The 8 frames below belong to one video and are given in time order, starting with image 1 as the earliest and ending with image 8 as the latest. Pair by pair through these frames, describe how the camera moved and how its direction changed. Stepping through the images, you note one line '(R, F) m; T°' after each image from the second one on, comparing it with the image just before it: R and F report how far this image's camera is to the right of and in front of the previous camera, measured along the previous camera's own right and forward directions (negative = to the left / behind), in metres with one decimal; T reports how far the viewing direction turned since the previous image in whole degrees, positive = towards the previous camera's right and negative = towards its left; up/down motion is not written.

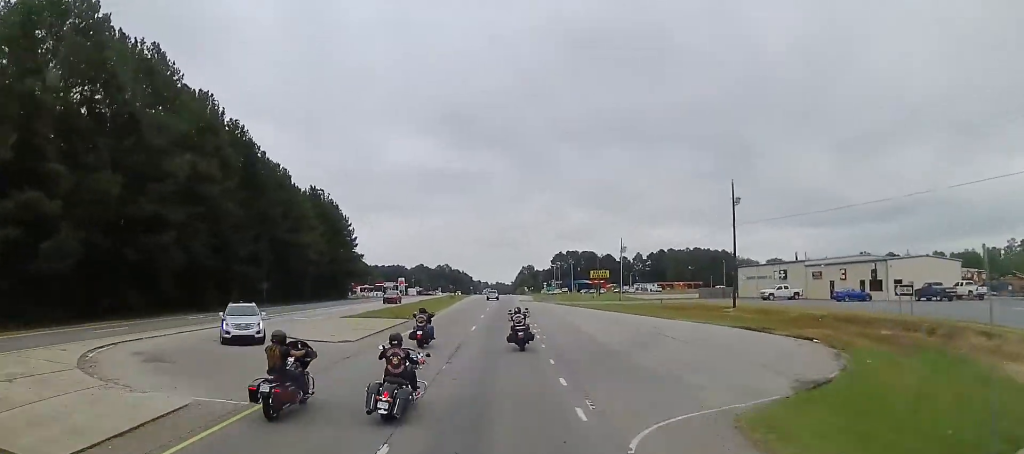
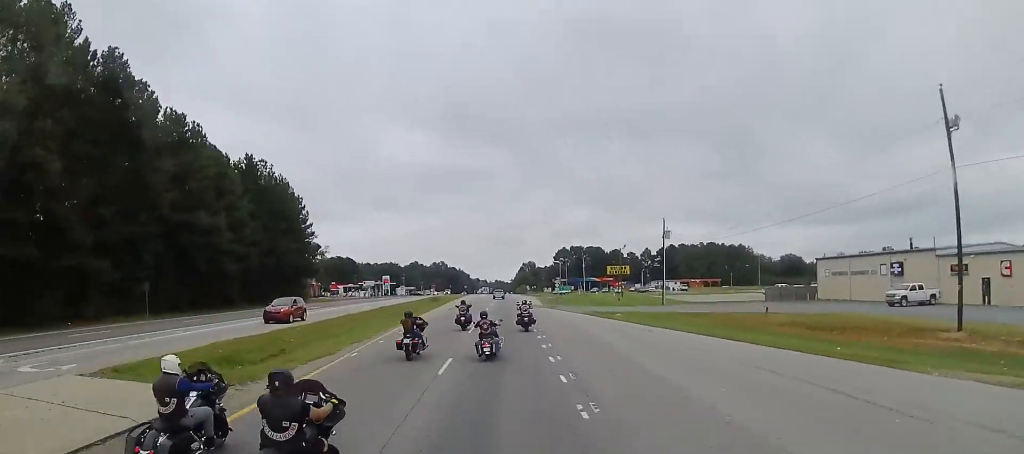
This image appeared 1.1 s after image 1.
(-0.2, +26.7) m; 0°
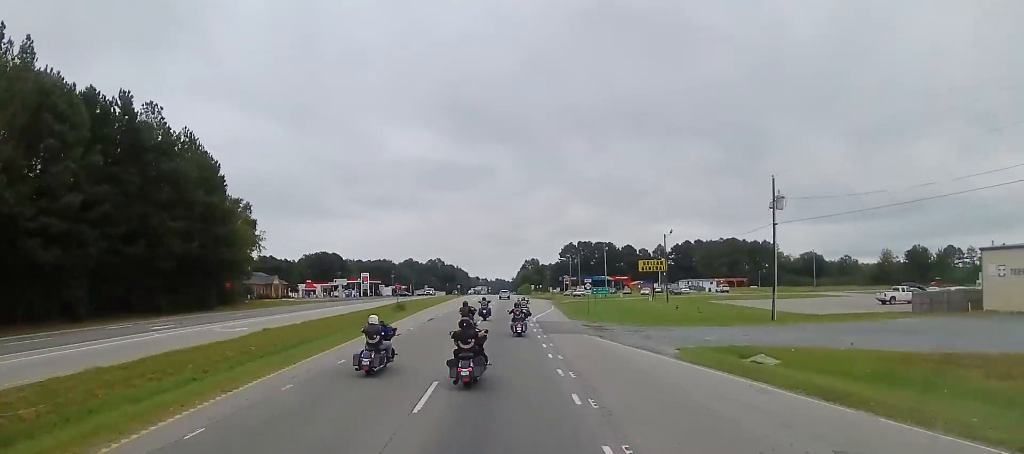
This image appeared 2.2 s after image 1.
(0.0, +29.4) m; 0°
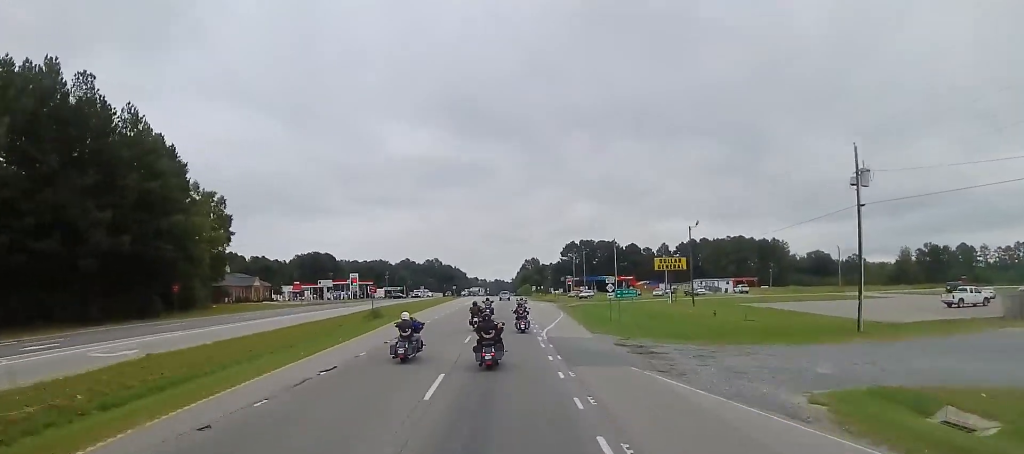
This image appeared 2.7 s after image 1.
(0.0, +10.9) m; 0°
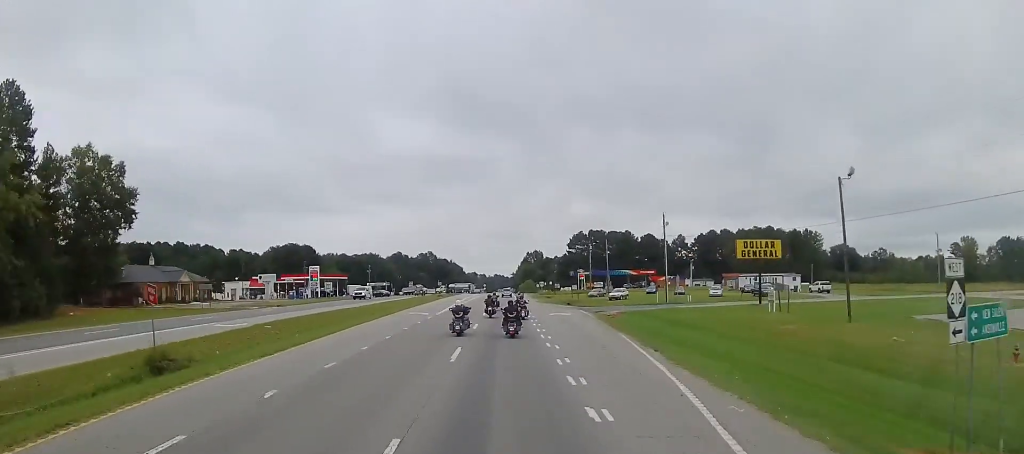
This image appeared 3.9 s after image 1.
(0.0, +31.4) m; 0°
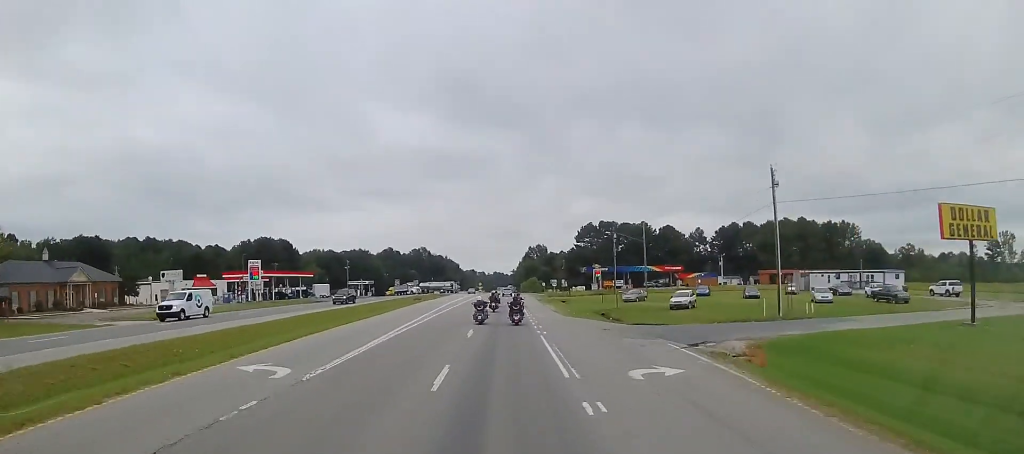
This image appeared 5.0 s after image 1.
(0.0, +29.2) m; 0°
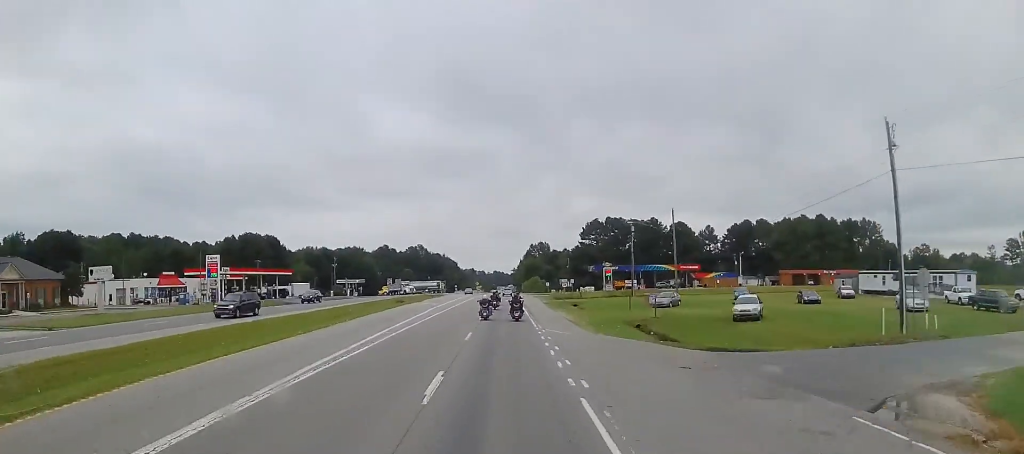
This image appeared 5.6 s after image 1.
(0.0, +13.8) m; 0°
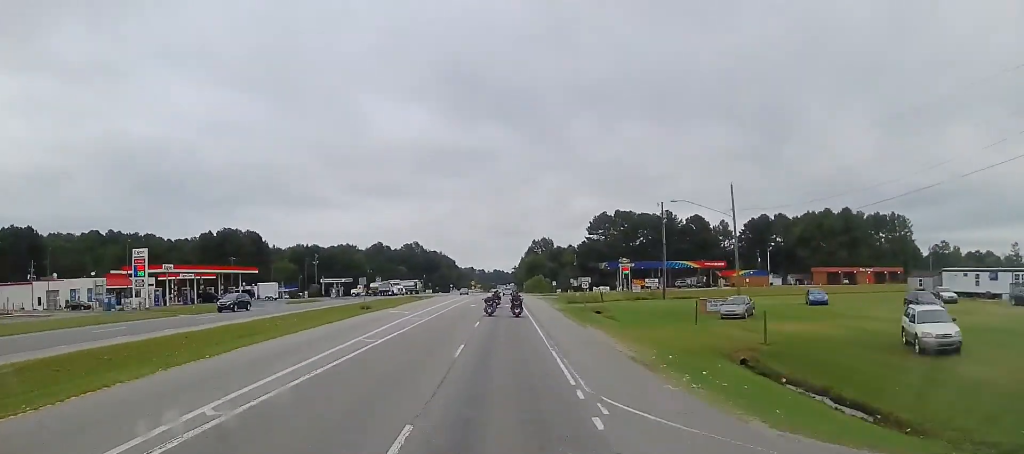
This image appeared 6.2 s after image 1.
(0.0, +17.4) m; 0°
